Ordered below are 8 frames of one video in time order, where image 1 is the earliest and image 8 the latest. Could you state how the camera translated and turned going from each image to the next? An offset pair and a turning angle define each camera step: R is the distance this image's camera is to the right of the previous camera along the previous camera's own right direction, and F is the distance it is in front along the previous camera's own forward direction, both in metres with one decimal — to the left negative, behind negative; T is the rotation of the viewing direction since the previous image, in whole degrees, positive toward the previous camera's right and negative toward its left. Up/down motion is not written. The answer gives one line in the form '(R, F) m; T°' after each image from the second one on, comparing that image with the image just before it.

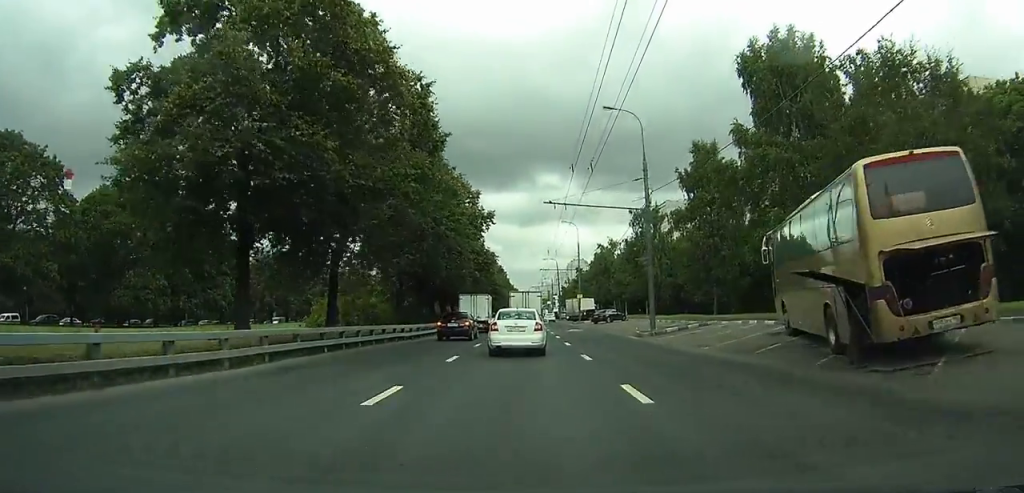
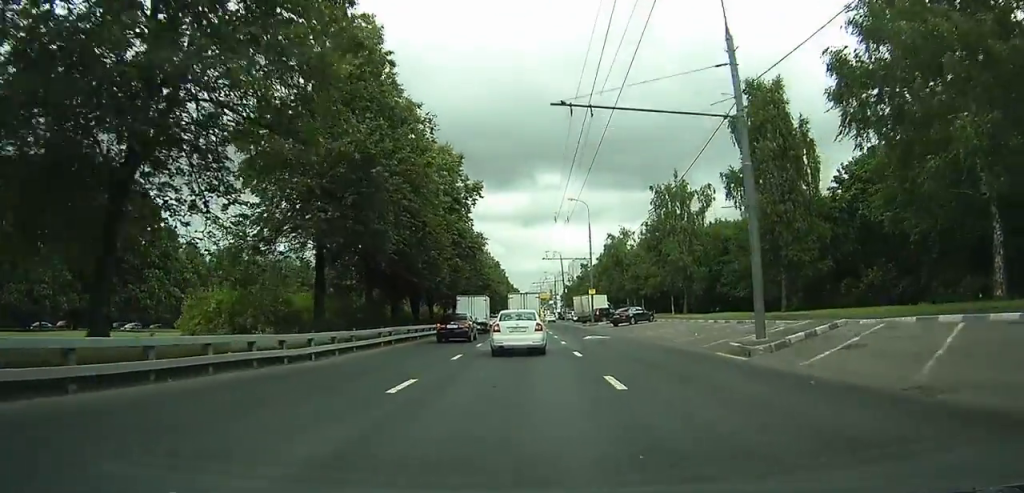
(+0.1, +14.2) m; +1°
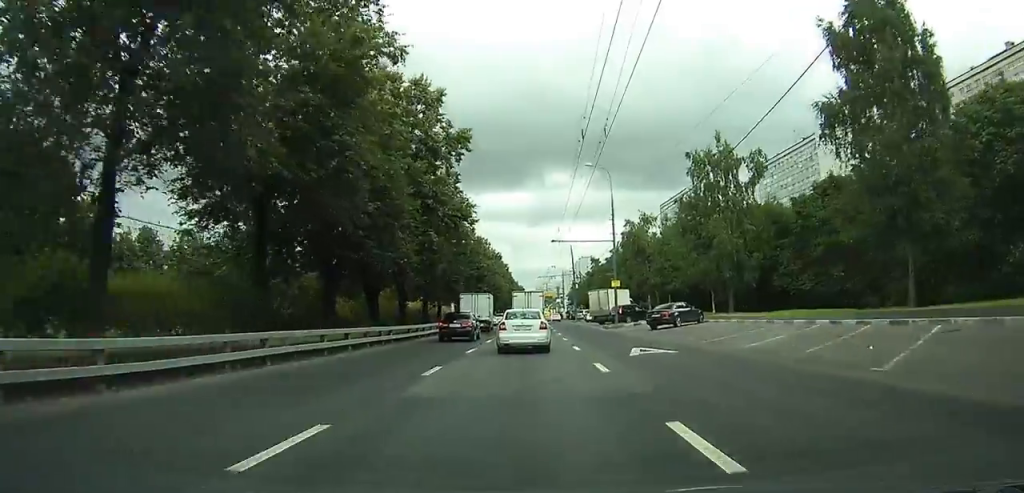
(+0.1, +13.0) m; 0°
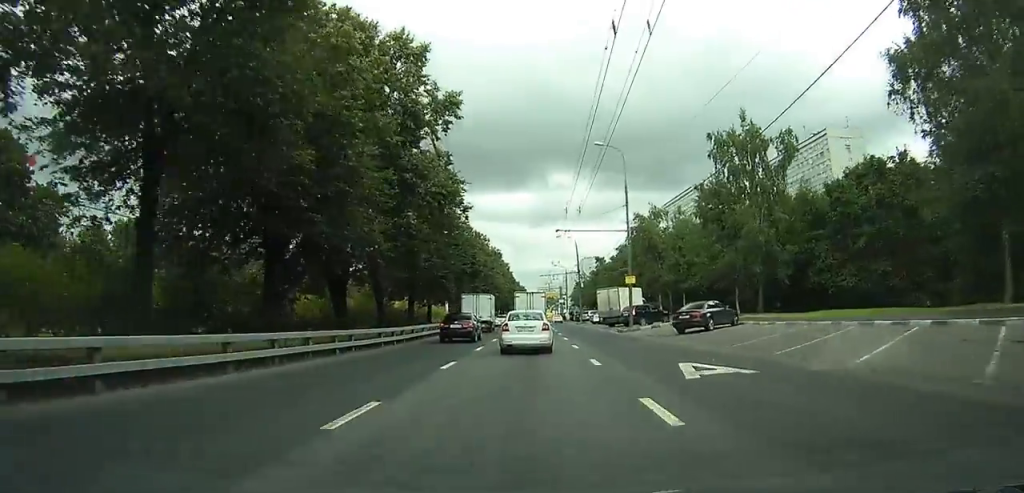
(0.0, +5.8) m; 0°
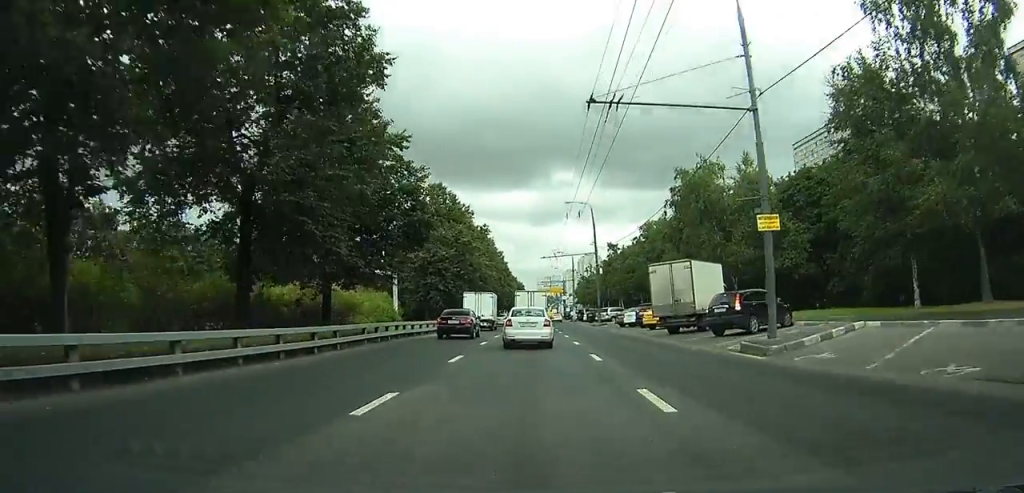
(-0.2, +23.1) m; -1°
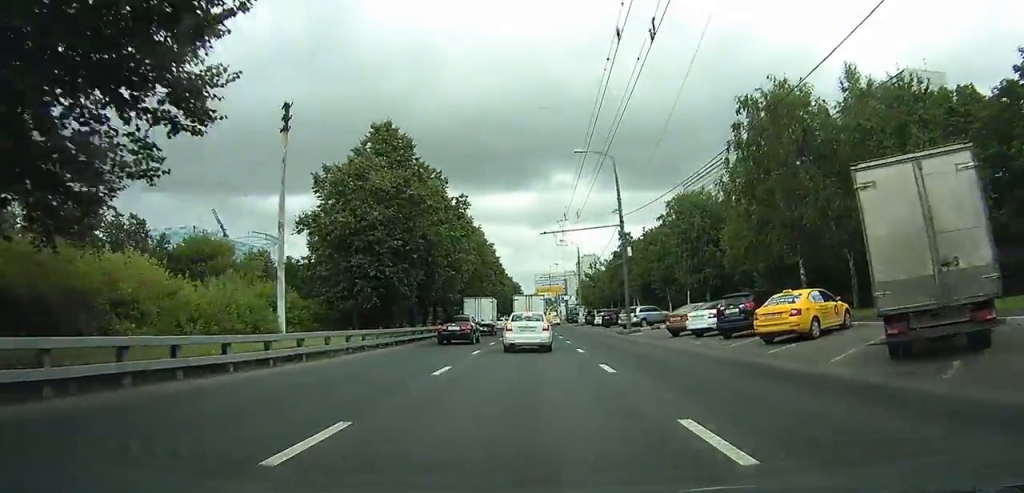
(-0.1, +18.4) m; 0°
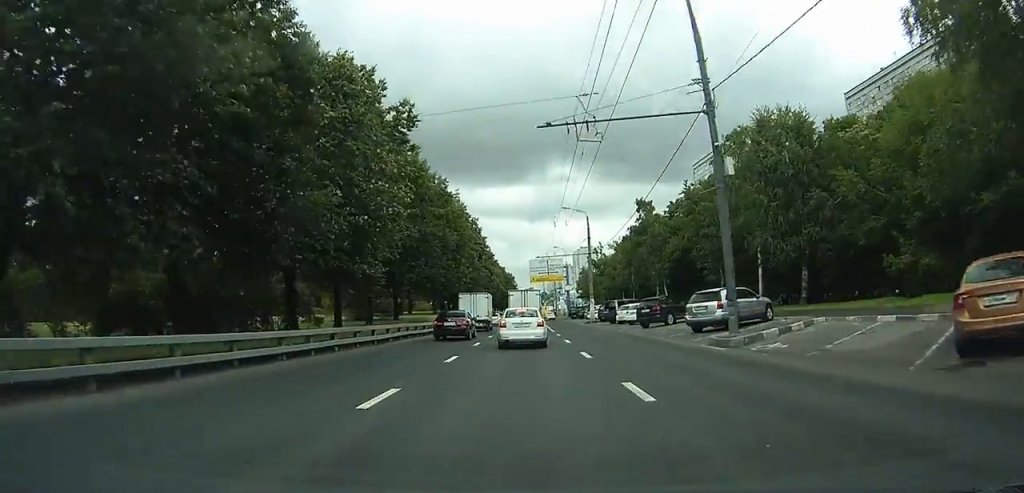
(-0.1, +20.5) m; 0°
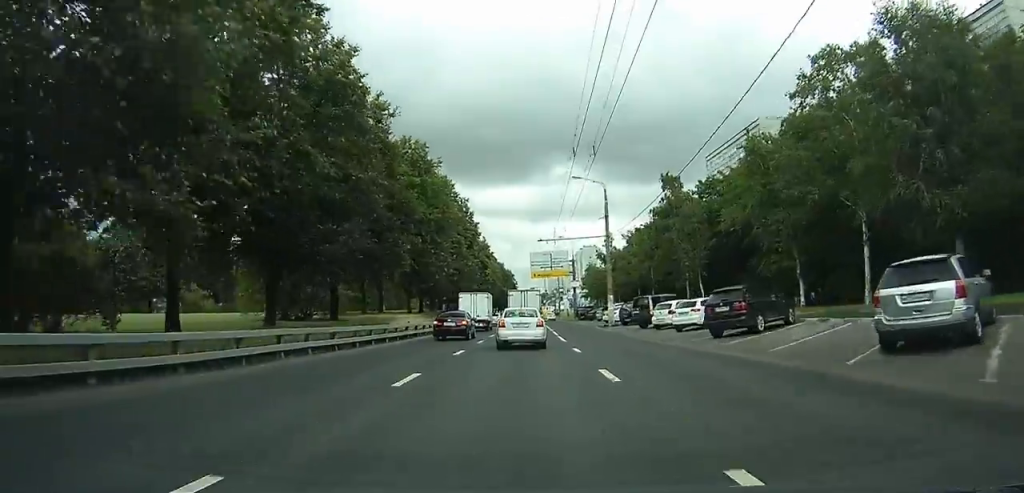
(0.0, +13.5) m; 0°
